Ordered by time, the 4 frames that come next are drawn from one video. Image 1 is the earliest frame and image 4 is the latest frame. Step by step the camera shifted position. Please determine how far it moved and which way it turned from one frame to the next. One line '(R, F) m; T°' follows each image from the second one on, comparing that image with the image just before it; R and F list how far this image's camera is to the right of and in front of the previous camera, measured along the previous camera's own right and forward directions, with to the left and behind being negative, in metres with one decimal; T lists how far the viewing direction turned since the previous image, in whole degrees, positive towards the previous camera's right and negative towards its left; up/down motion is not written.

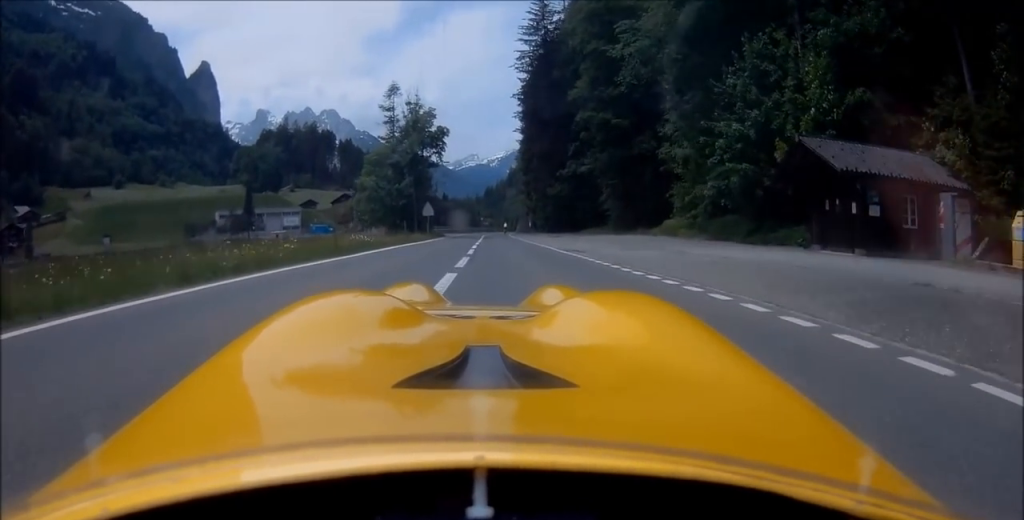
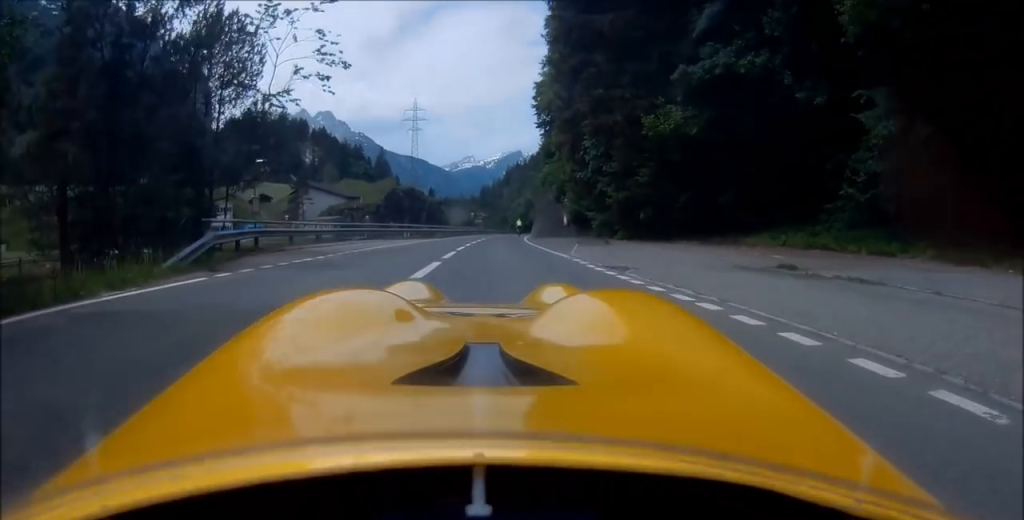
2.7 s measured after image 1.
(+1.0, +50.9) m; +4°
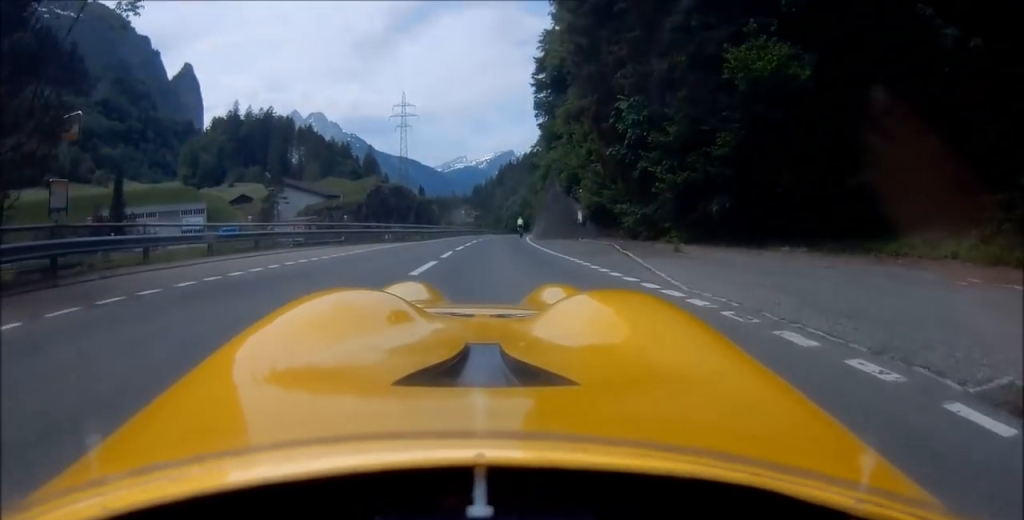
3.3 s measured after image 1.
(+0.2, +11.1) m; +1°
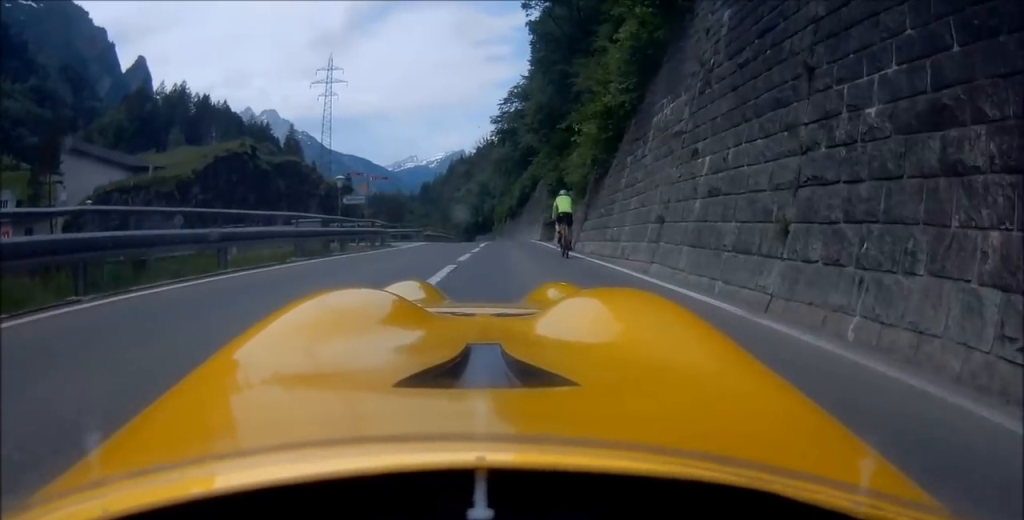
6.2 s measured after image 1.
(+1.4, +54.0) m; +6°
